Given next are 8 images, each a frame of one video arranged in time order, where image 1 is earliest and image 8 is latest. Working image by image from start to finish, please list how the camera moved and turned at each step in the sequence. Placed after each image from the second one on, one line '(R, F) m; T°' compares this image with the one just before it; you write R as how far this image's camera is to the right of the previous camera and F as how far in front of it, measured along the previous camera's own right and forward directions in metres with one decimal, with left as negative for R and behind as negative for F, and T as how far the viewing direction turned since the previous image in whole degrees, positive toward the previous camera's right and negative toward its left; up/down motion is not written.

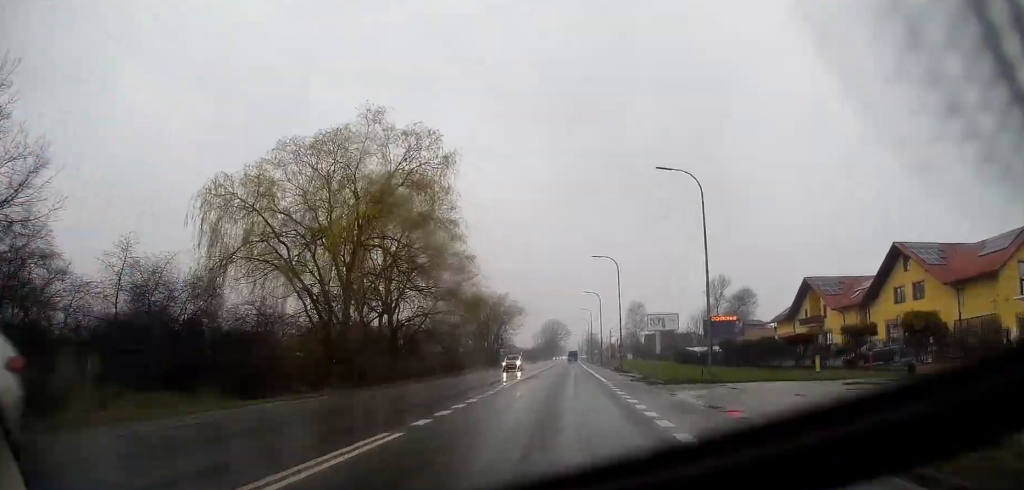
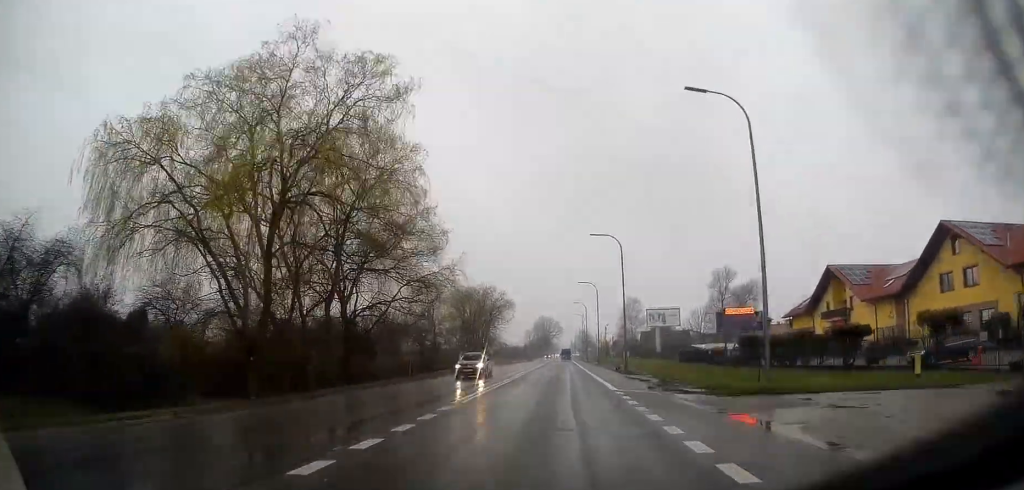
(+0.1, +9.2) m; 0°
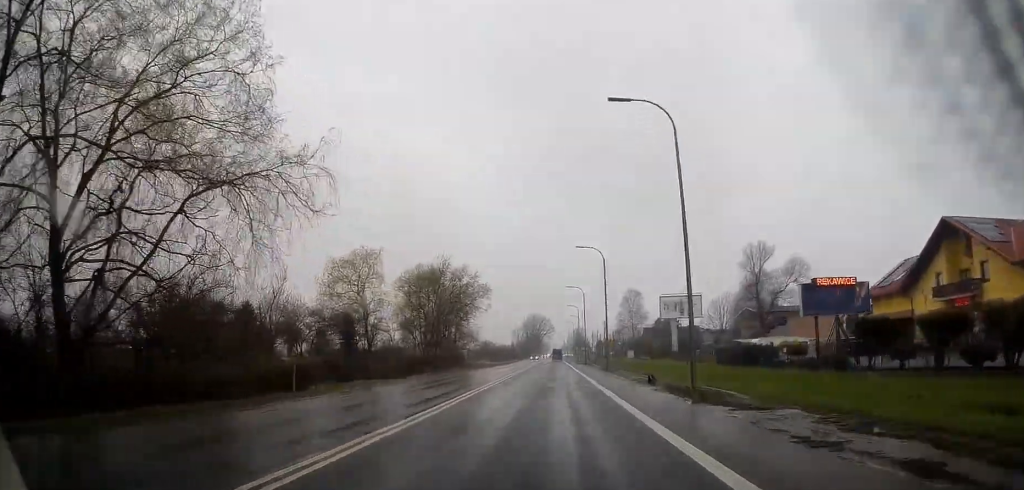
(0.0, +24.7) m; +1°
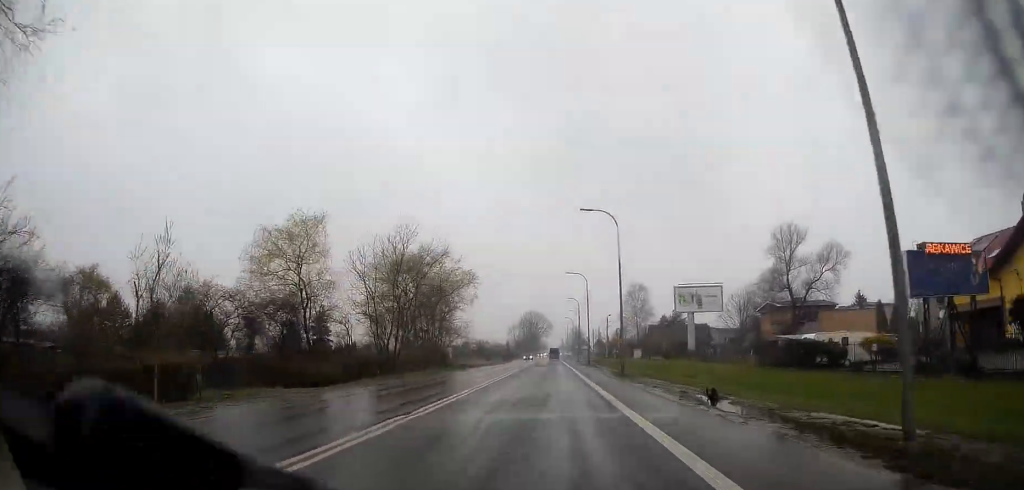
(+0.1, +12.9) m; +1°
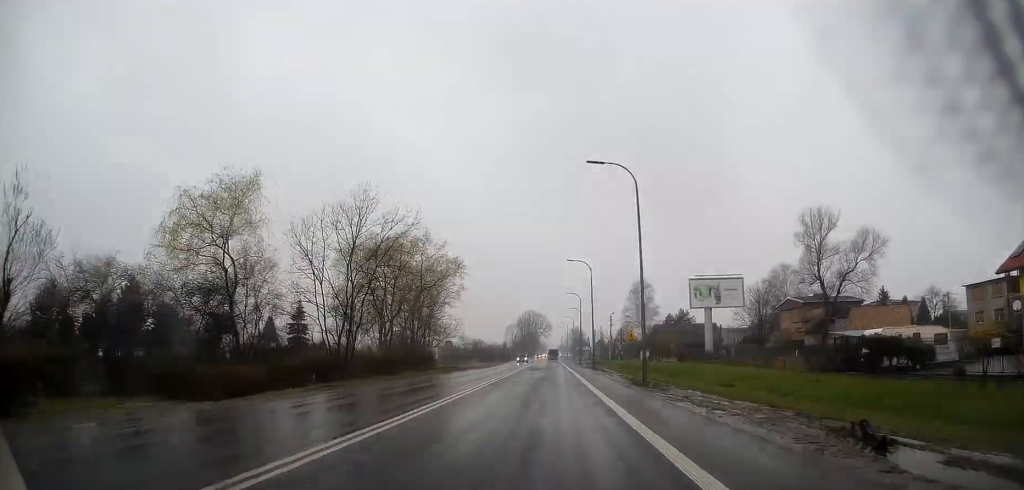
(+0.1, +9.6) m; 0°
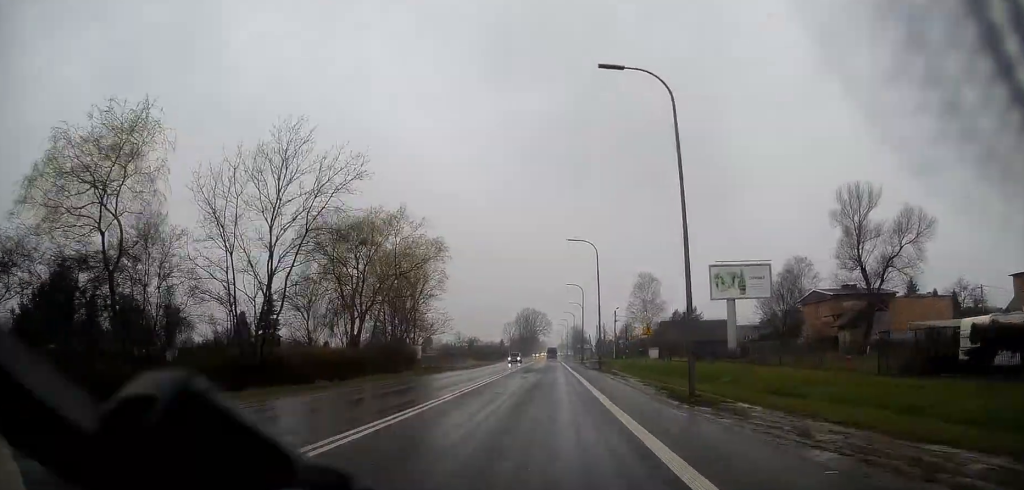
(0.0, +9.7) m; 0°
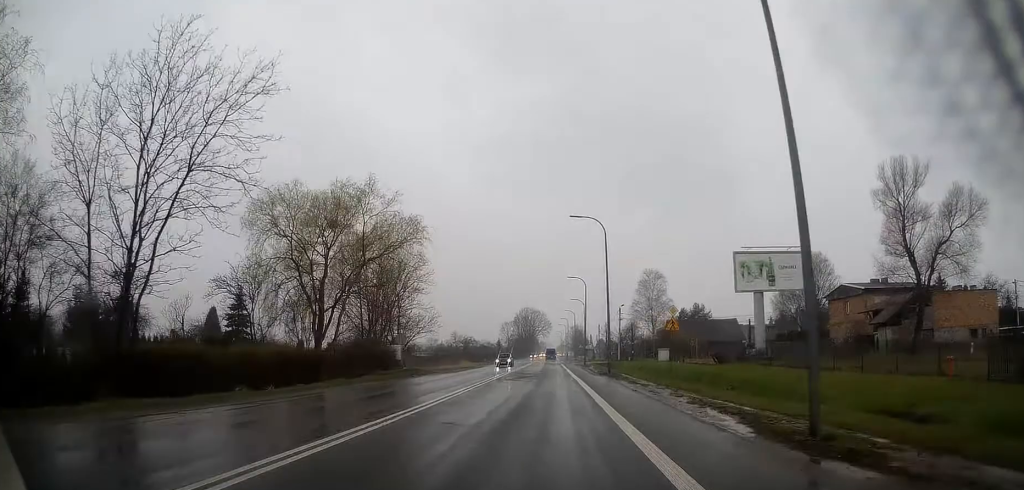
(0.0, +8.6) m; 0°
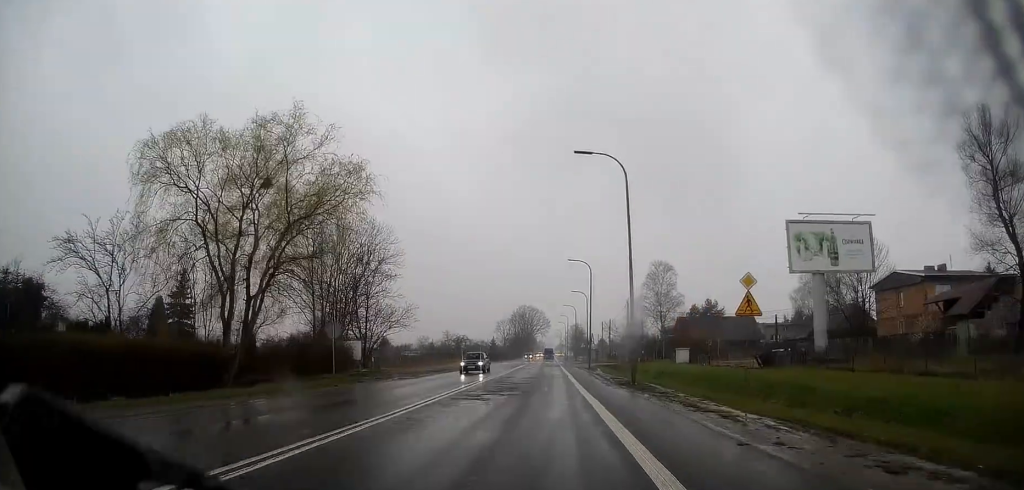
(0.0, +12.8) m; 0°
